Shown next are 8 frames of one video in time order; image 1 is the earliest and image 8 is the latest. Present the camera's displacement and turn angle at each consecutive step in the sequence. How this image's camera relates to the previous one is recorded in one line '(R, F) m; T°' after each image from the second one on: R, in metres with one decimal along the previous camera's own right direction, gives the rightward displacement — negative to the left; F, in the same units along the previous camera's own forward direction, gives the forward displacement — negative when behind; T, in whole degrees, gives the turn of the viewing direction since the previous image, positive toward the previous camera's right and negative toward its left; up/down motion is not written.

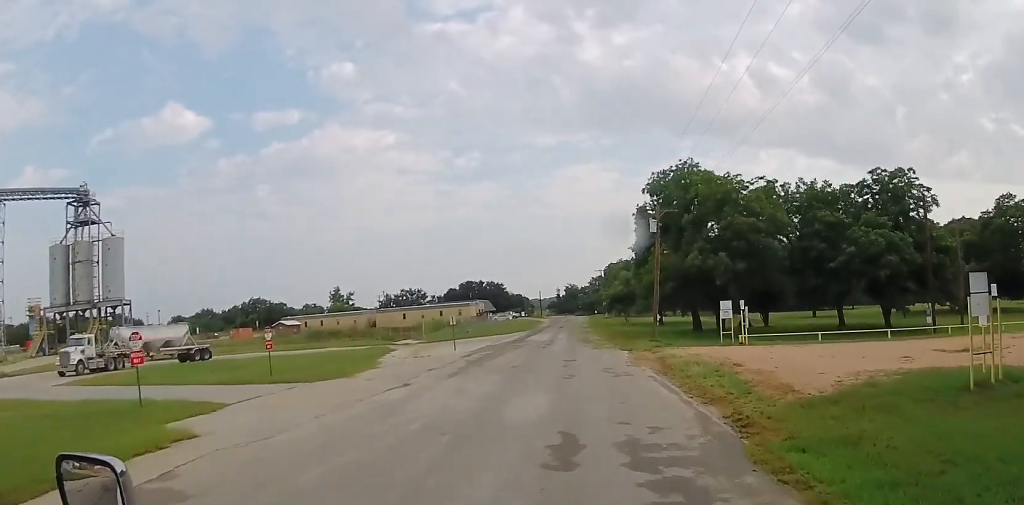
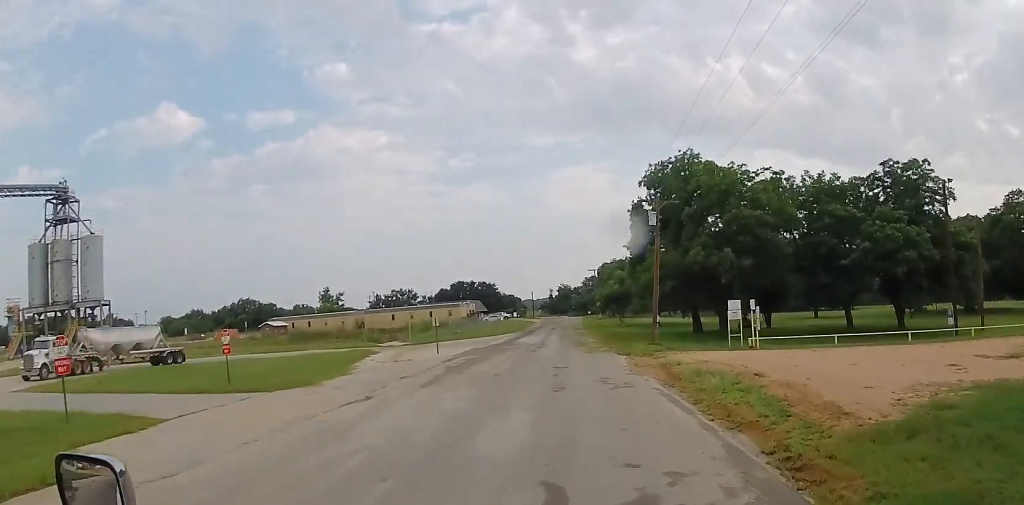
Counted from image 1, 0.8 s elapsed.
(0.0, +3.1) m; 0°
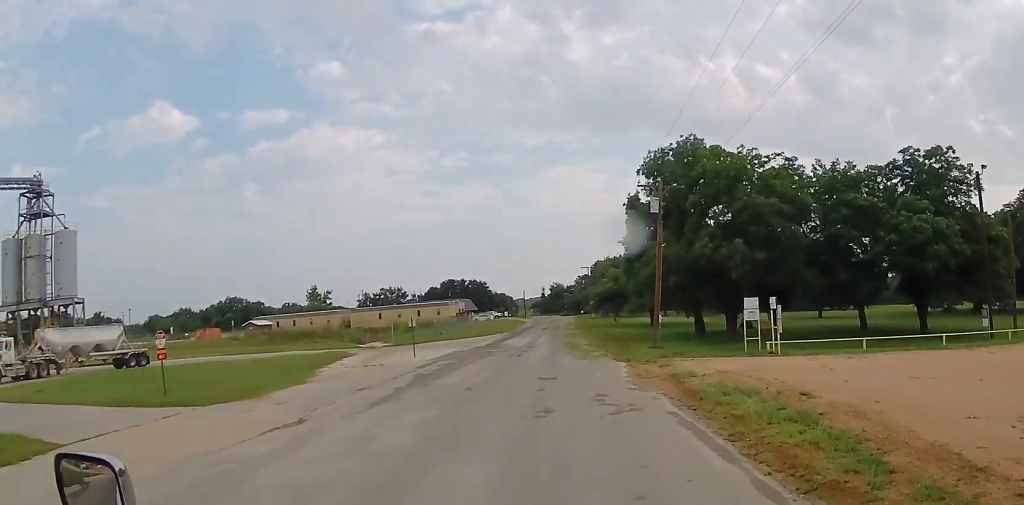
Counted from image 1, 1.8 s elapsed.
(0.0, +4.0) m; 0°
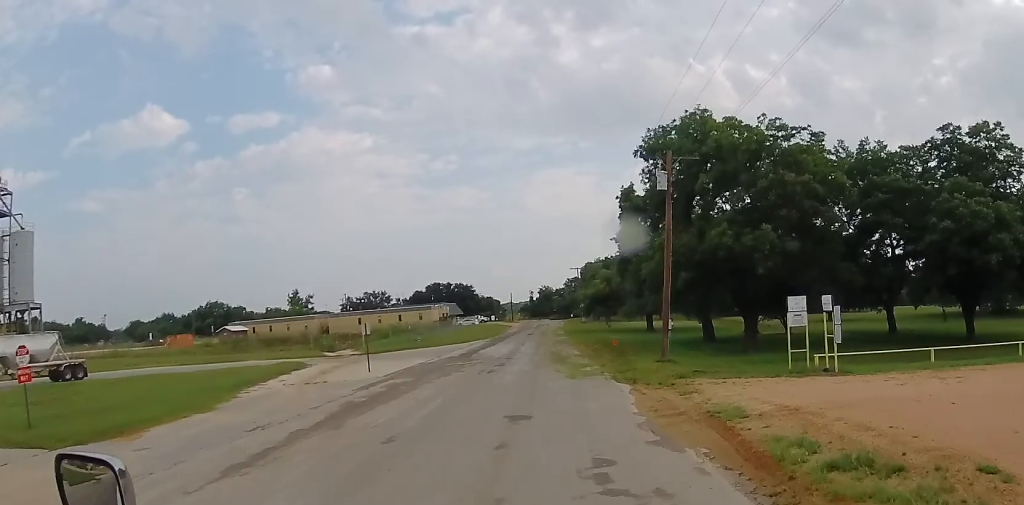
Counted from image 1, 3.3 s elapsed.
(-0.1, +6.9) m; -2°
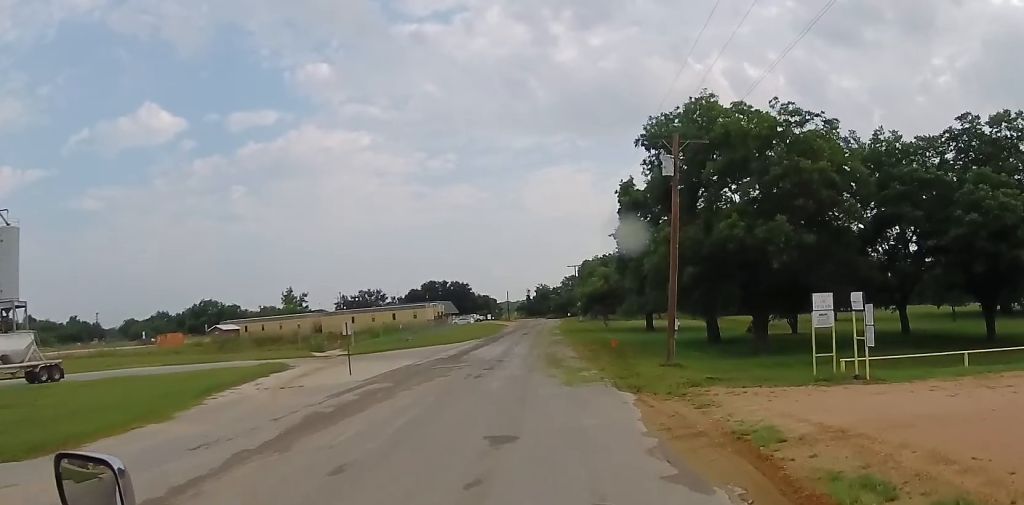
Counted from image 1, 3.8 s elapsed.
(0.0, +2.5) m; 0°
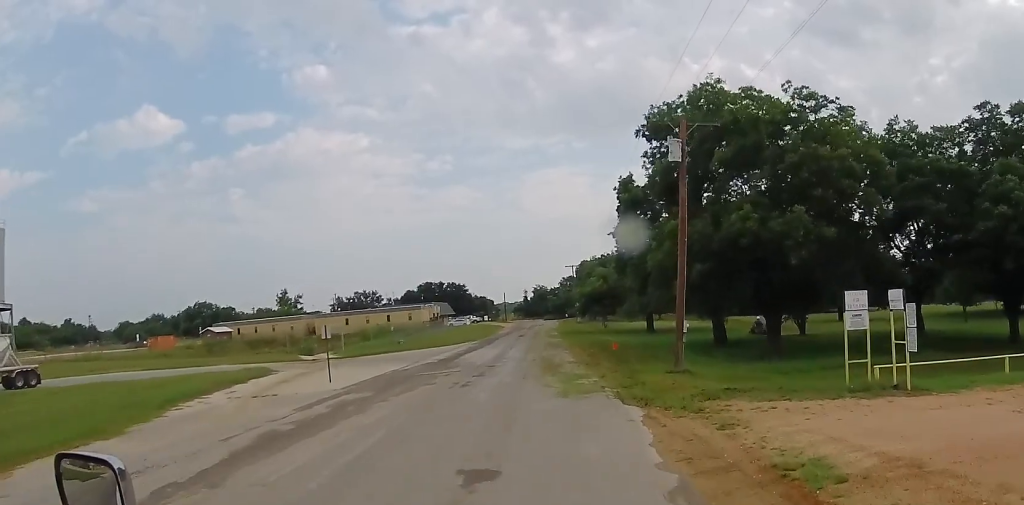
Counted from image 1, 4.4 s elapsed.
(0.0, +2.5) m; 0°
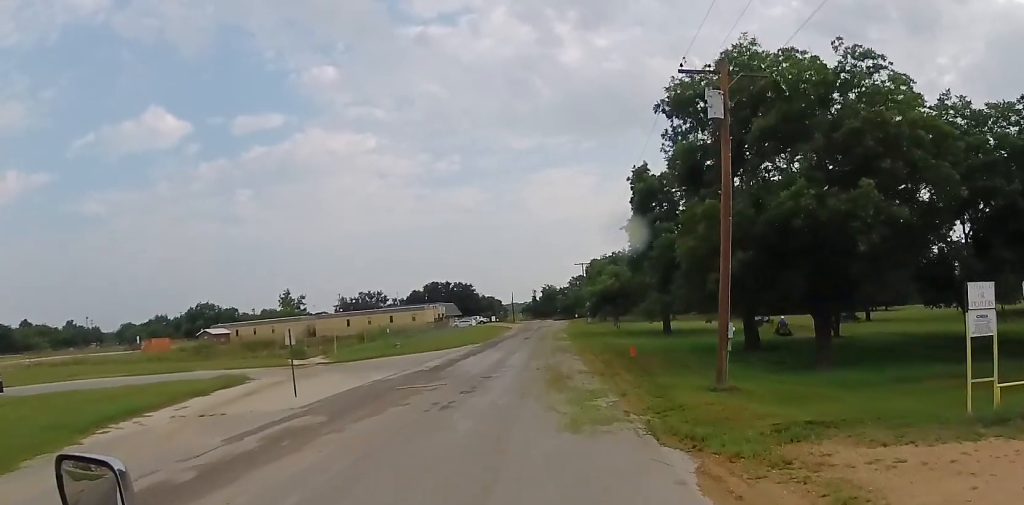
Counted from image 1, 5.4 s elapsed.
(0.0, +4.9) m; 0°
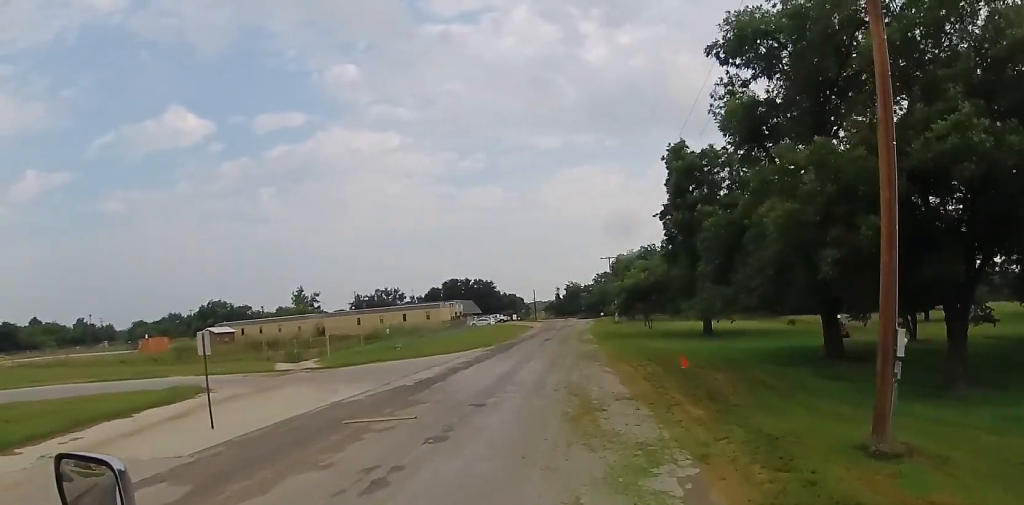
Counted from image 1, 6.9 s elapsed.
(0.0, +7.6) m; 0°
